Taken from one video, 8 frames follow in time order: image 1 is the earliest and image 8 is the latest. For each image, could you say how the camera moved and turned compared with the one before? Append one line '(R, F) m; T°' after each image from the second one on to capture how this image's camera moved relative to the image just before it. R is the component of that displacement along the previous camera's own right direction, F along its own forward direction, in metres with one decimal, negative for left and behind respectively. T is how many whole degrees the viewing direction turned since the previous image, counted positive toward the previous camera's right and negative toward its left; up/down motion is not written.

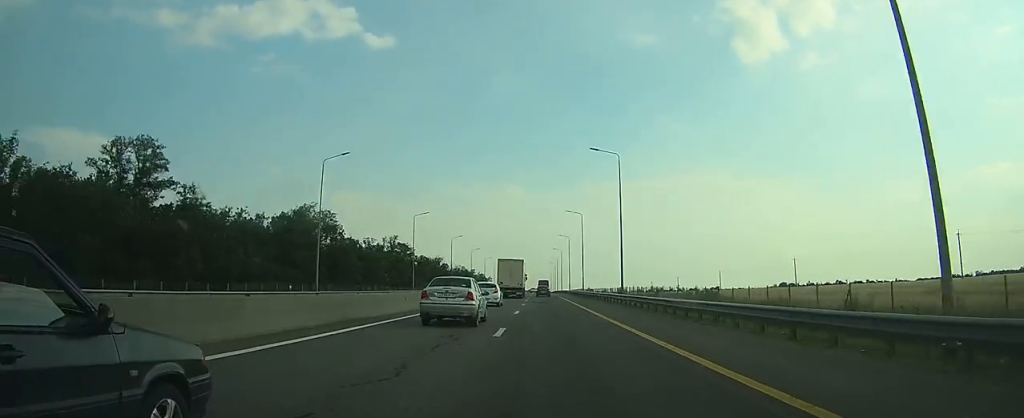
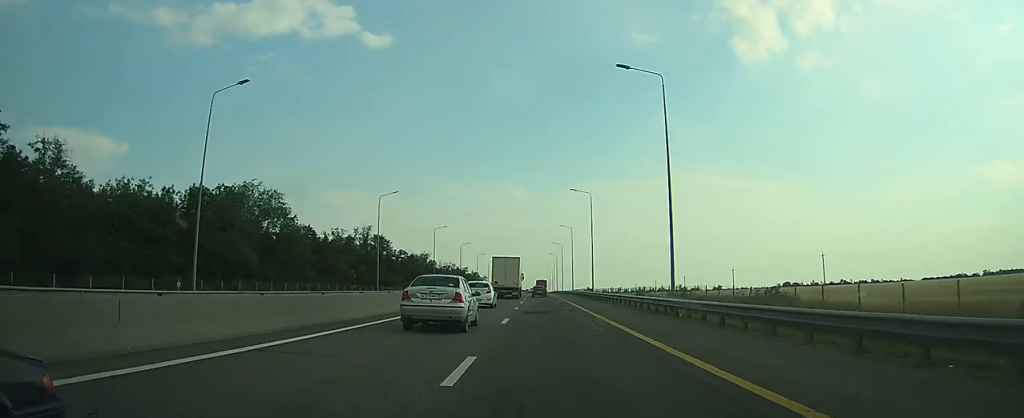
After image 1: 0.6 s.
(0.0, +19.1) m; 0°
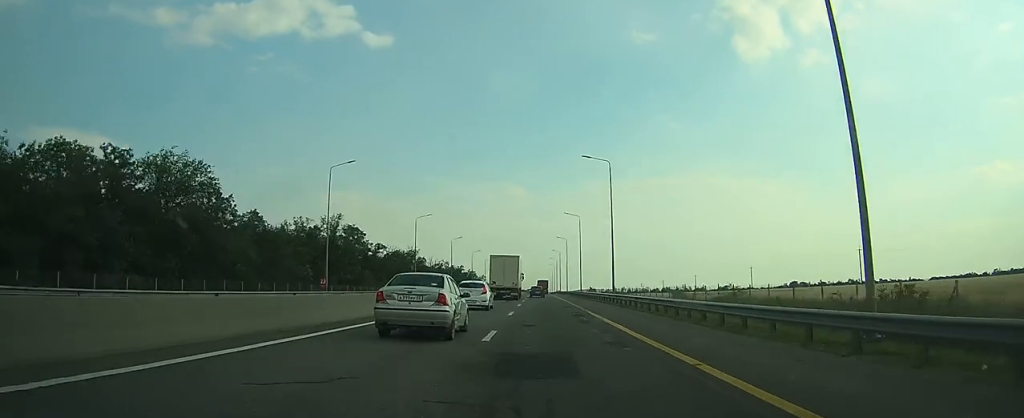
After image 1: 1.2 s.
(0.0, +18.0) m; 0°
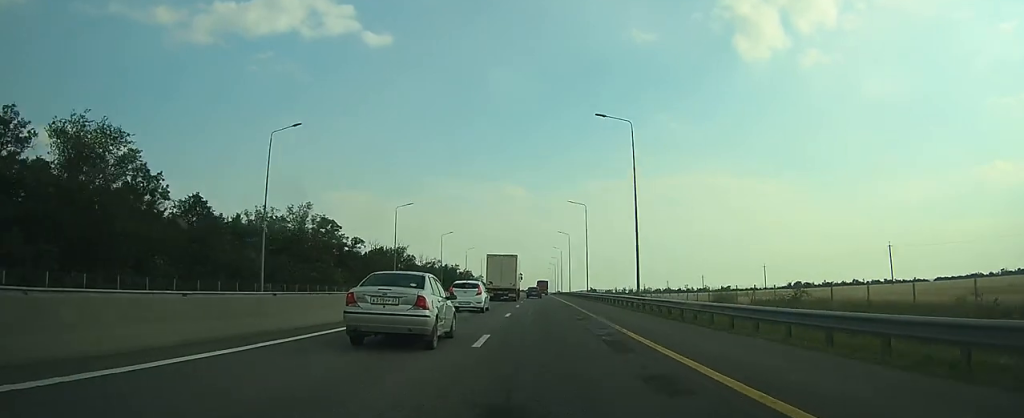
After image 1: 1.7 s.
(0.0, +12.9) m; 0°
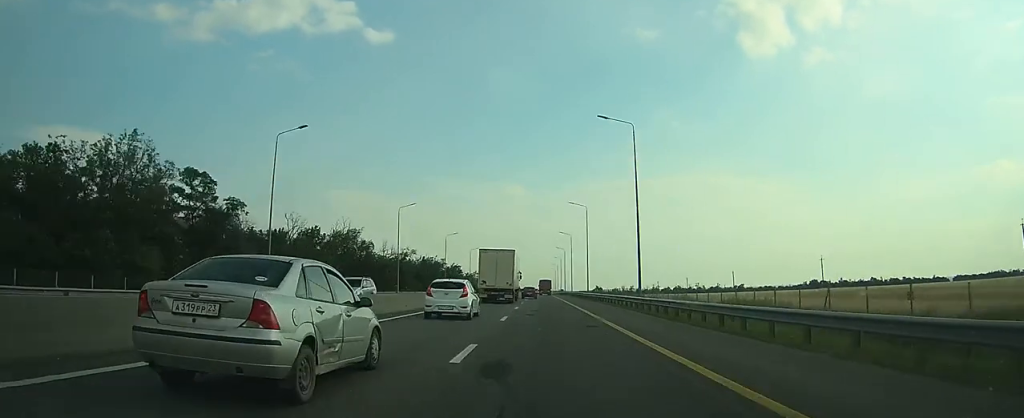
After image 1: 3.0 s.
(0.0, +38.9) m; 0°
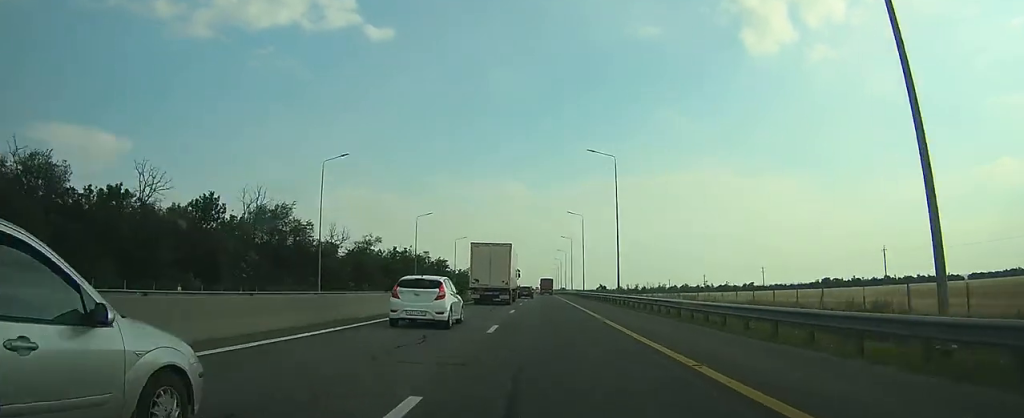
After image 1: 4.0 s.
(0.0, +29.9) m; 0°
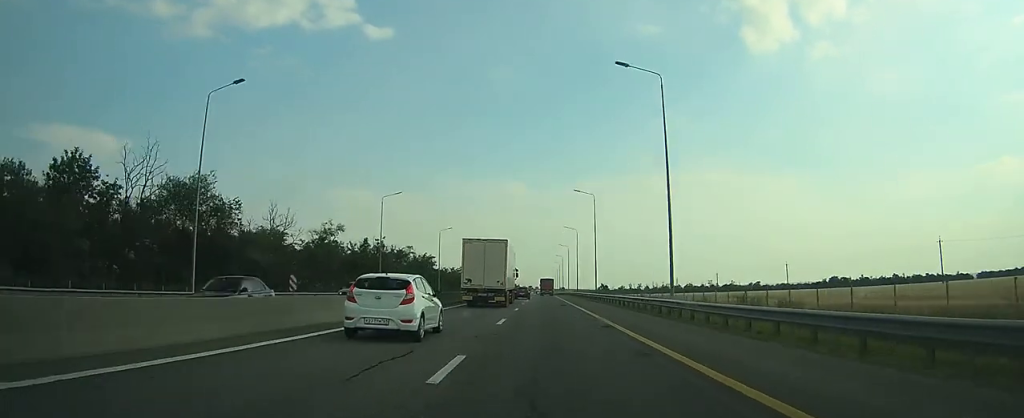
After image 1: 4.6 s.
(0.0, +20.0) m; 0°
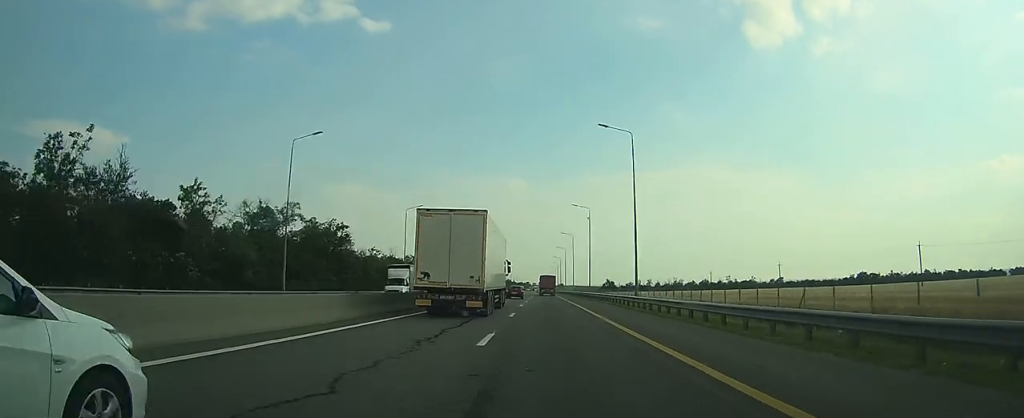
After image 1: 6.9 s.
(-0.4, +67.7) m; 0°
